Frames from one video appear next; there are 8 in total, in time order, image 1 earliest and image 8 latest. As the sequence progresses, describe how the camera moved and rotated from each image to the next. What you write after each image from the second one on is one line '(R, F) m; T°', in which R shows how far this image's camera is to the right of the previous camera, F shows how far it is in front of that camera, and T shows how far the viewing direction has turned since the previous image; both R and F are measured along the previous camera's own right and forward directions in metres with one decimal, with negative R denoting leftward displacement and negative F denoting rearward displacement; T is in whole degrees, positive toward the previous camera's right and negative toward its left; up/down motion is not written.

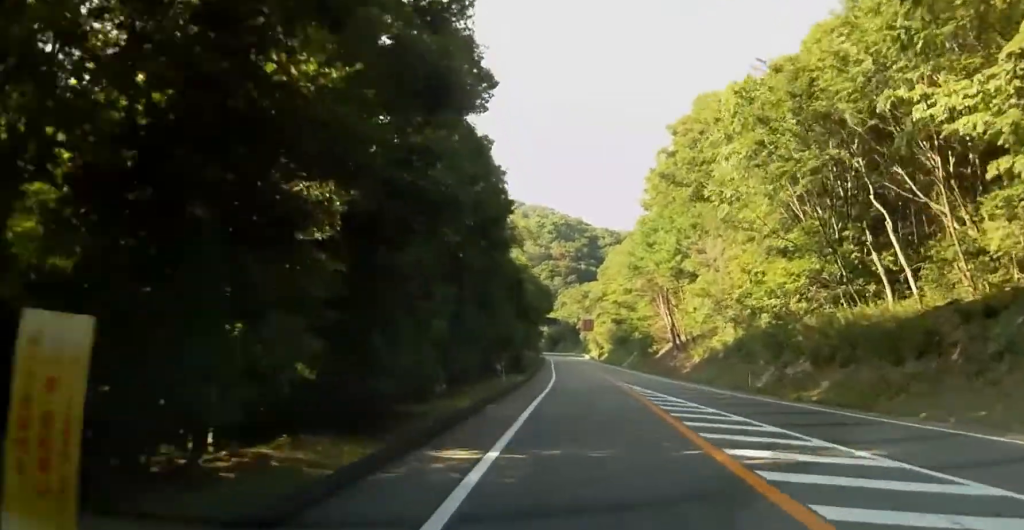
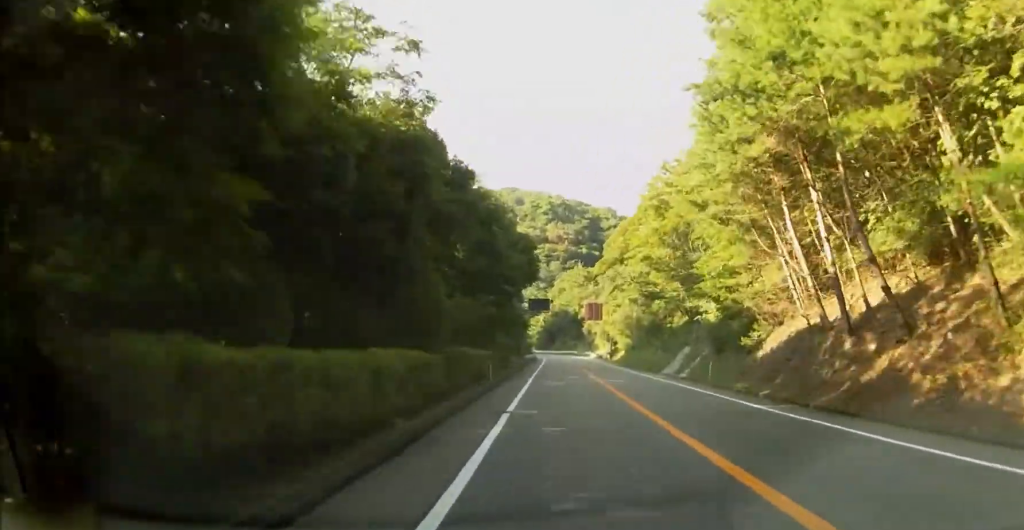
(-0.1, +36.2) m; +1°
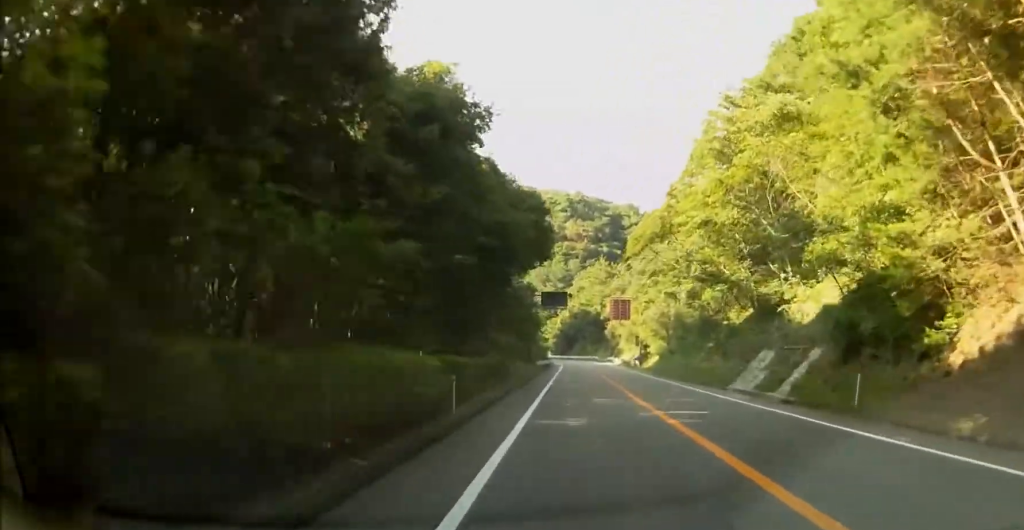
(+0.1, +14.8) m; 0°
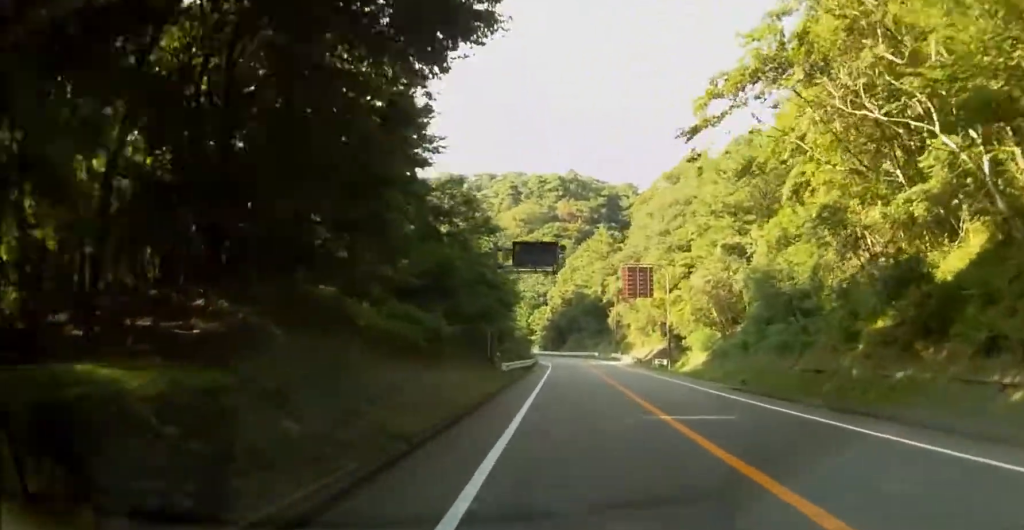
(-0.1, +26.6) m; 0°
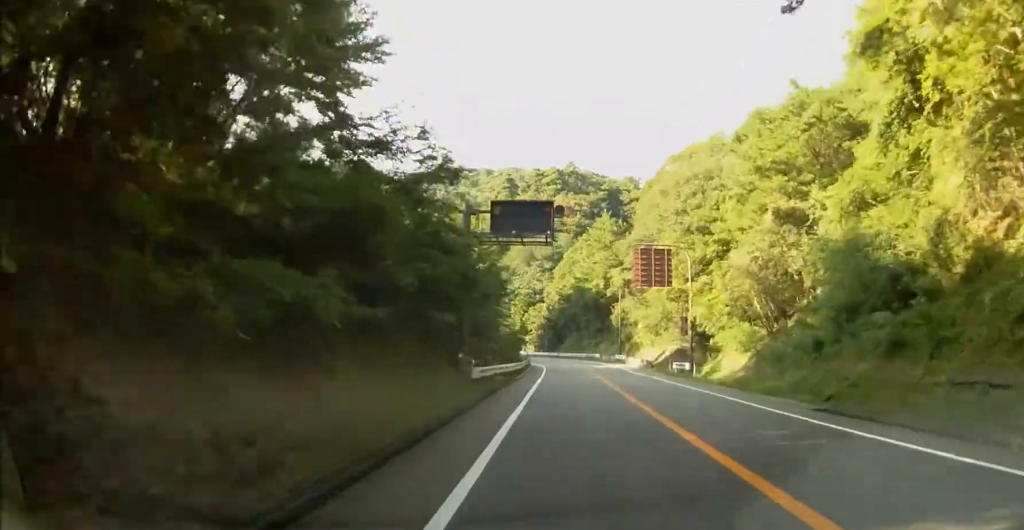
(+0.1, +10.0) m; 0°
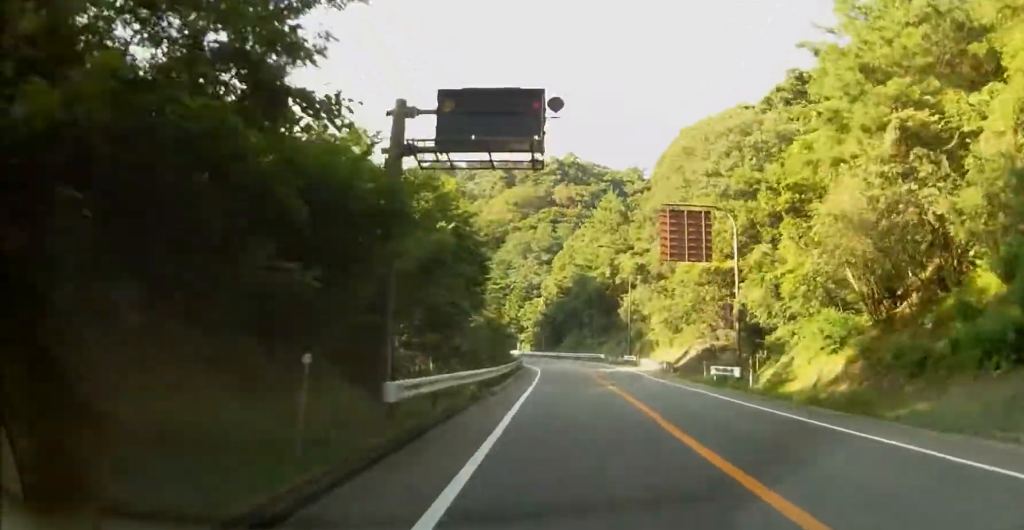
(0.0, +11.3) m; 0°
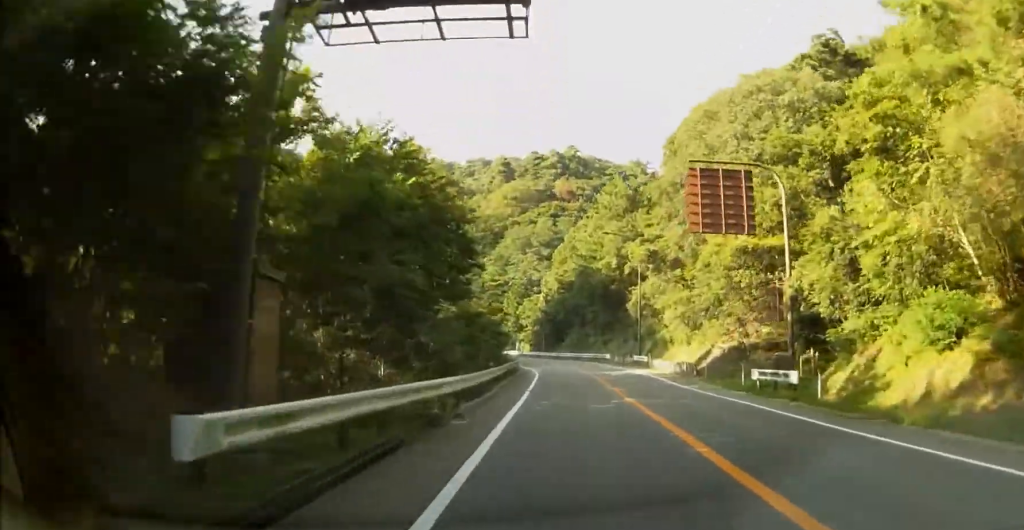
(-0.1, +6.9) m; 0°
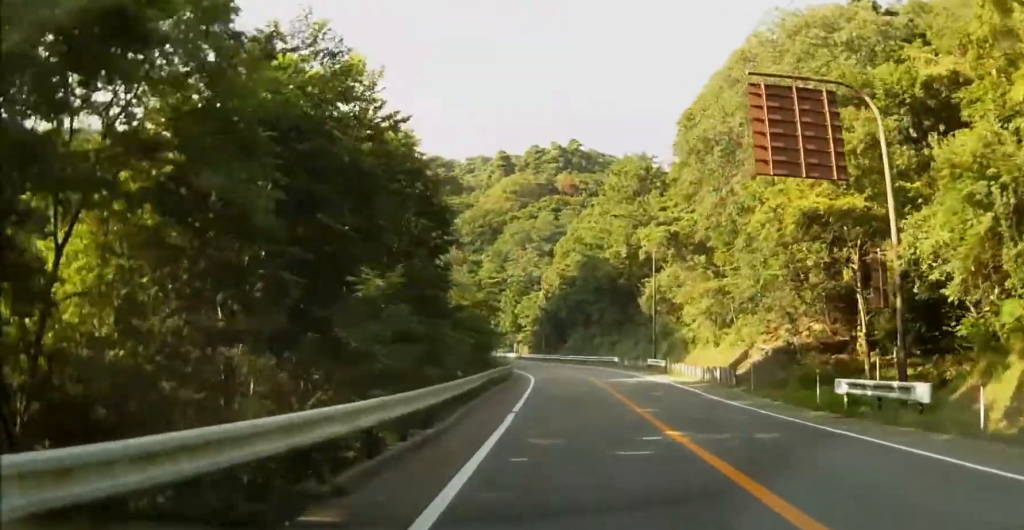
(+0.2, +7.9) m; -1°
